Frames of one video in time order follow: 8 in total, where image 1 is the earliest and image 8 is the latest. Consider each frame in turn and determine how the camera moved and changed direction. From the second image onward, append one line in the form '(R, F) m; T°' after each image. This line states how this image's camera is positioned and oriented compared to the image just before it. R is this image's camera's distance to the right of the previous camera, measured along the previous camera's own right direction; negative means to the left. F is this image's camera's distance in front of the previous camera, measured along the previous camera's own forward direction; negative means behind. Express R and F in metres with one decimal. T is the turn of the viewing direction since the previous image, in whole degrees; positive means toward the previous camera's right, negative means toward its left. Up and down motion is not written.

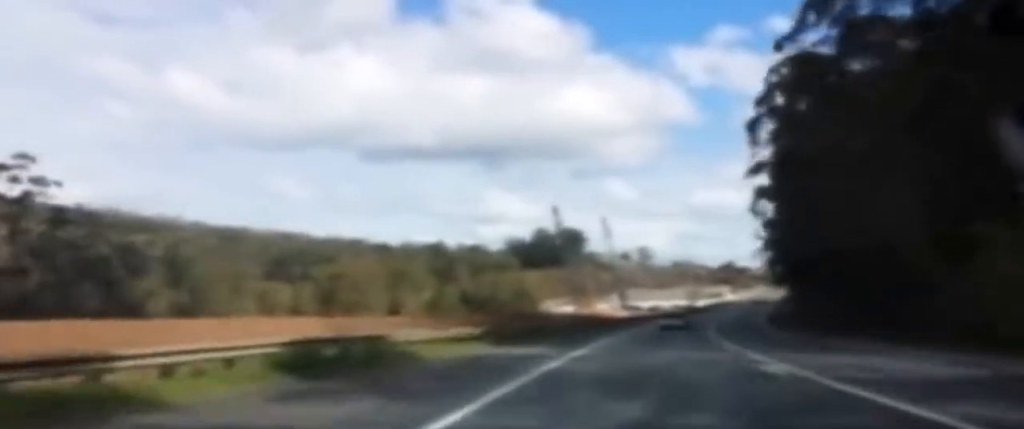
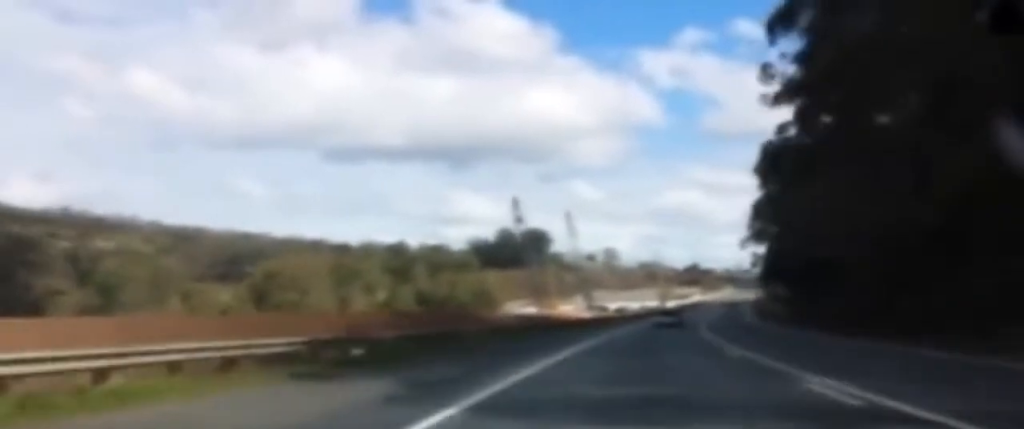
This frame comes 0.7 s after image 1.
(+1.1, +16.9) m; +3°
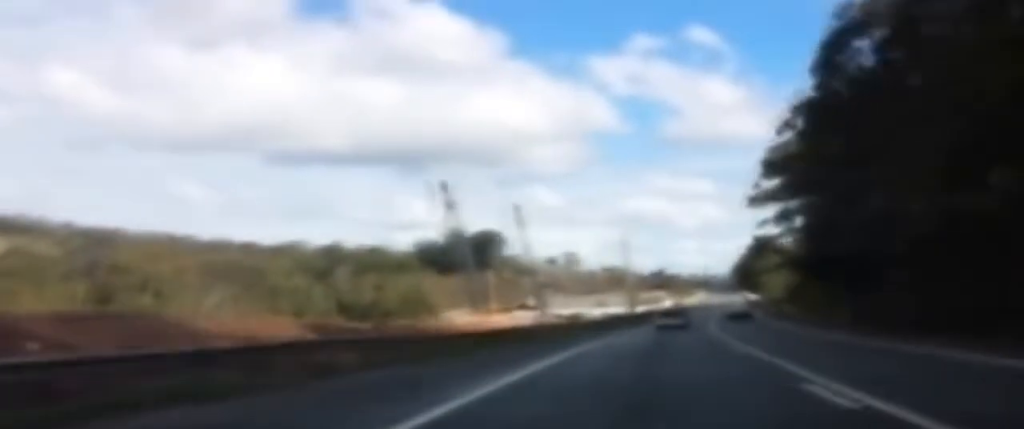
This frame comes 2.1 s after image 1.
(+1.3, +37.2) m; +2°
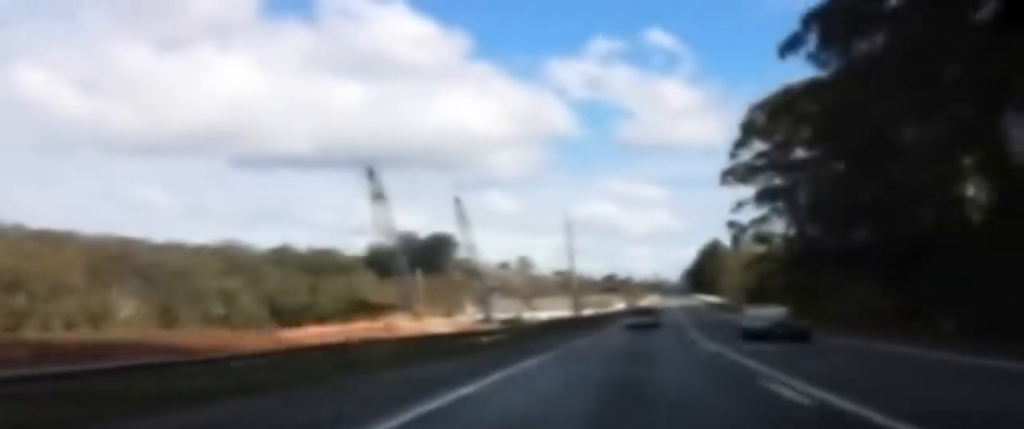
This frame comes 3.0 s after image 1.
(0.0, +23.1) m; +1°
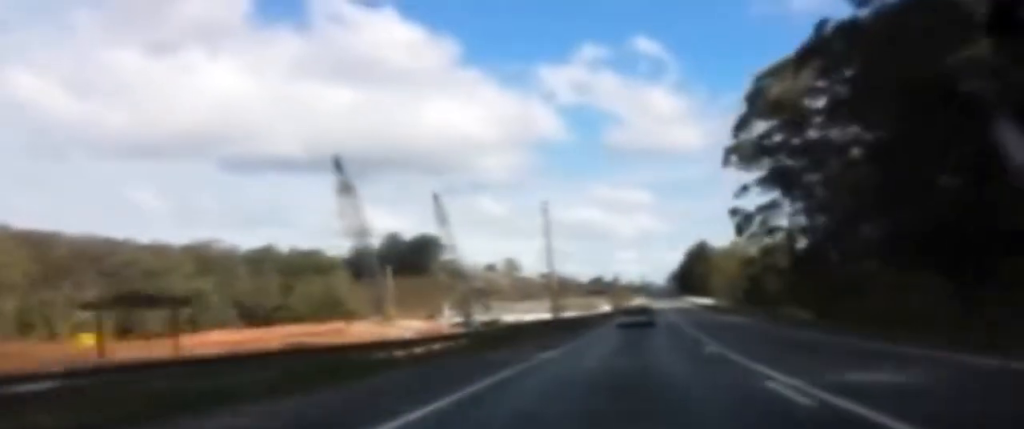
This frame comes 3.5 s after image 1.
(+0.2, +13.0) m; 0°
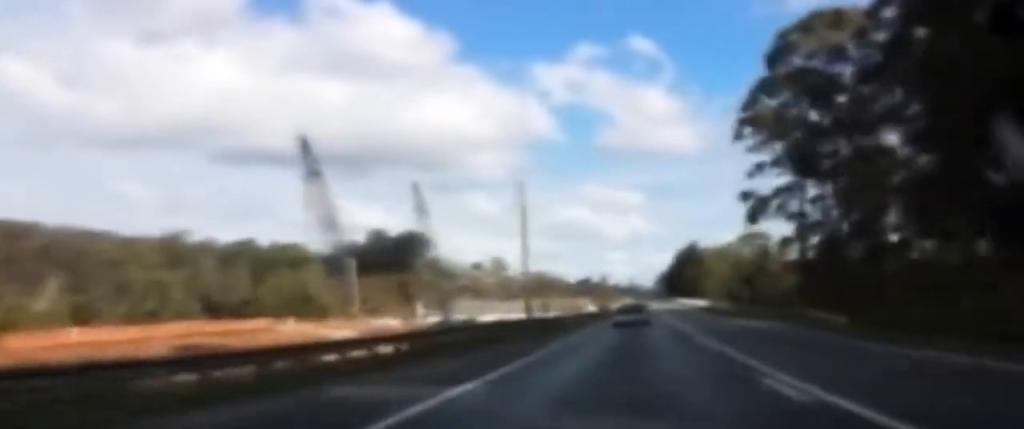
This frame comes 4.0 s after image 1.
(+0.2, +11.3) m; 0°
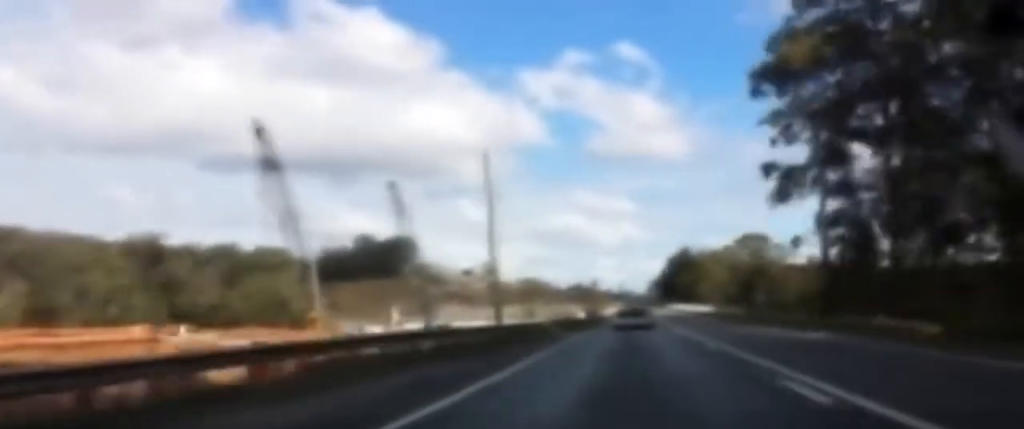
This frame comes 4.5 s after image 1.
(0.0, +13.1) m; +1°
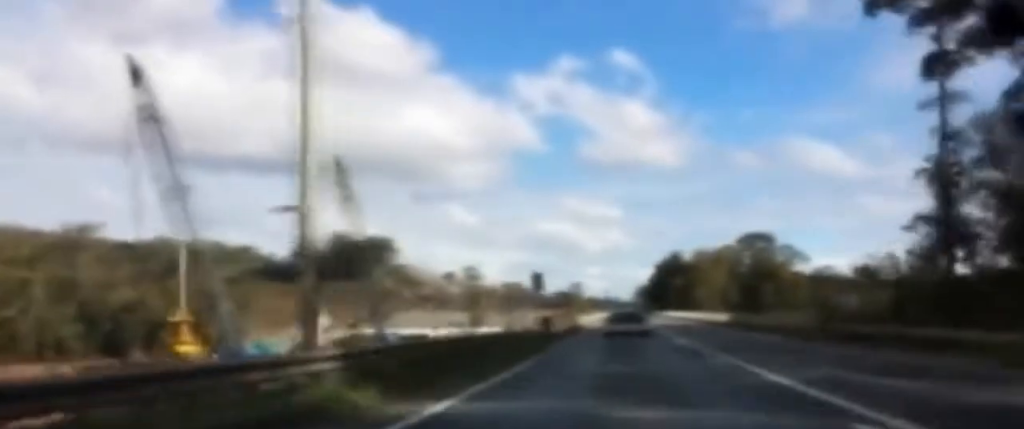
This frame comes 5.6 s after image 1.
(+0.3, +28.9) m; +2°
